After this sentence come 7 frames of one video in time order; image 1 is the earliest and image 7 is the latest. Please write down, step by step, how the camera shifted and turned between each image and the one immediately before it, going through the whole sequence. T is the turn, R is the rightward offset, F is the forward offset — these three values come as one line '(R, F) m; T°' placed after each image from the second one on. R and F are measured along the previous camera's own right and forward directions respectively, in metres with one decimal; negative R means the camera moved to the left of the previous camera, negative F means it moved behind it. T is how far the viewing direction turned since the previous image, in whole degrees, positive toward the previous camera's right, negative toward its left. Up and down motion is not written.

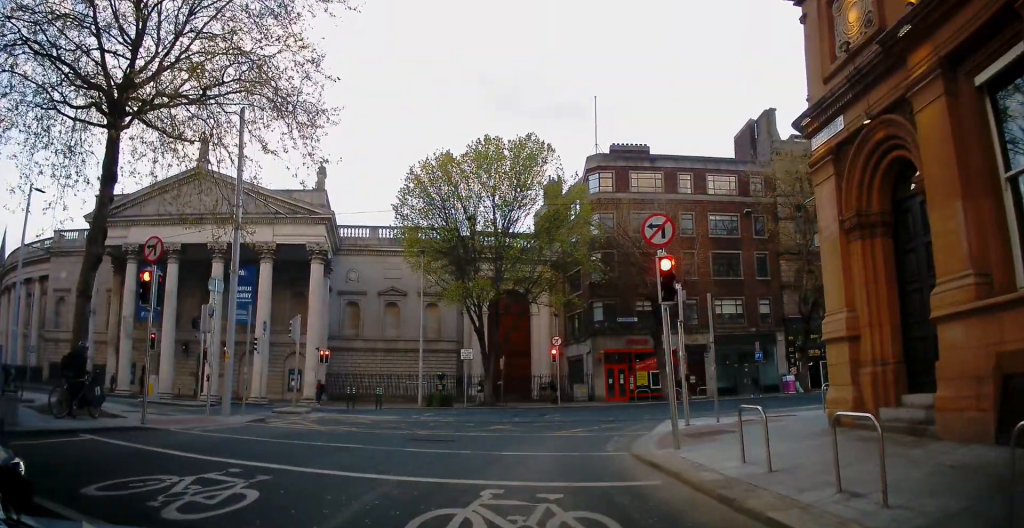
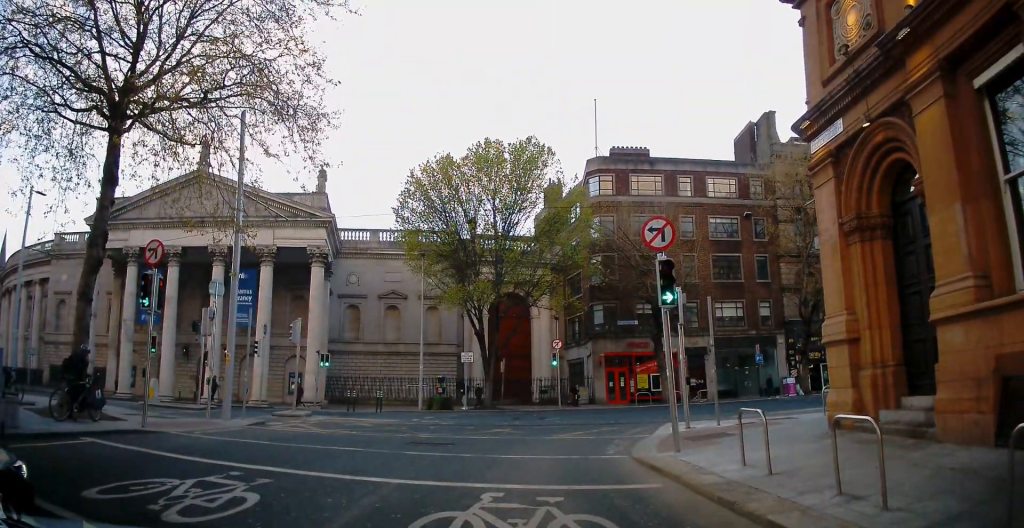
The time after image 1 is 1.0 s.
(0.0, +0.7) m; 0°
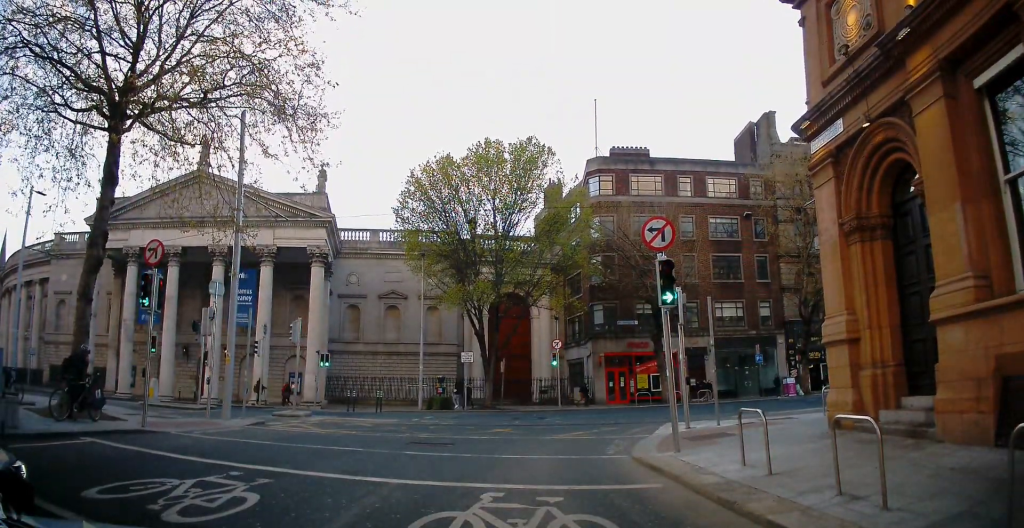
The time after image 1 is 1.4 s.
(0.0, +0.1) m; 0°
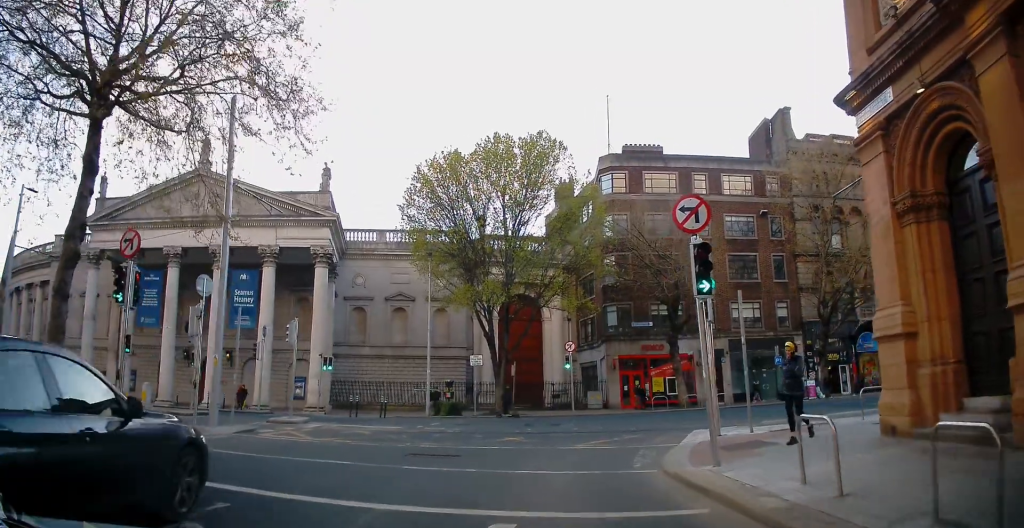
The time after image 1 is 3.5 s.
(0.0, +0.8) m; 0°
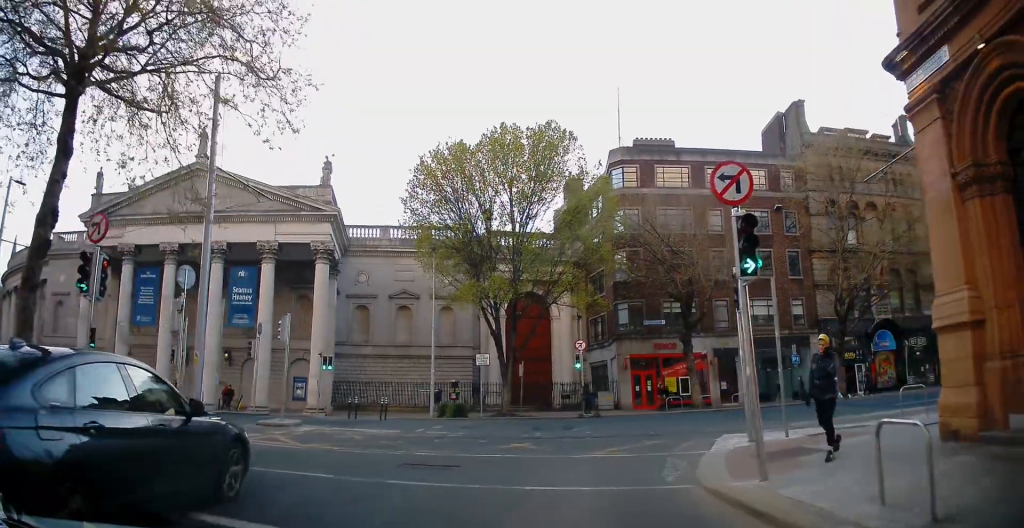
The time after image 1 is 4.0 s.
(0.0, +0.7) m; 0°
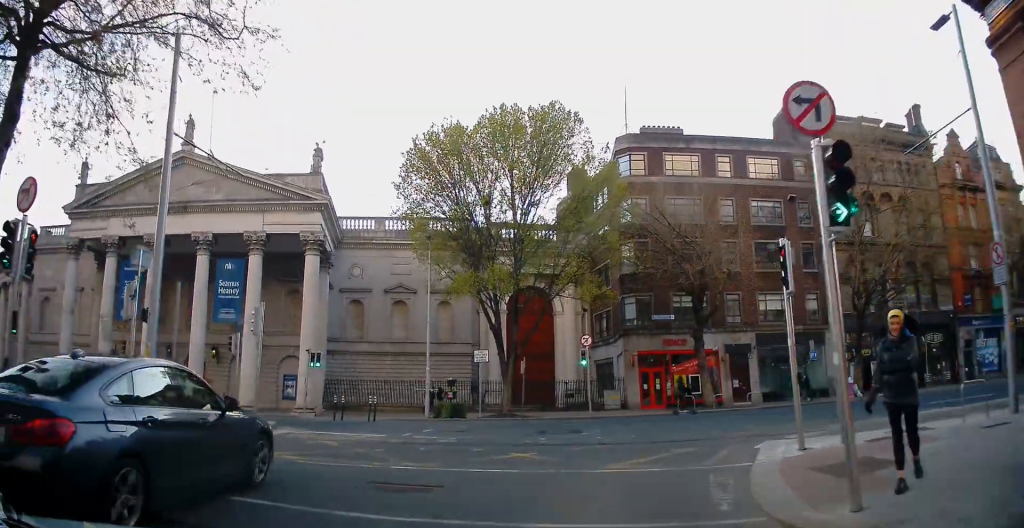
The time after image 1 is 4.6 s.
(0.0, +1.5) m; 0°
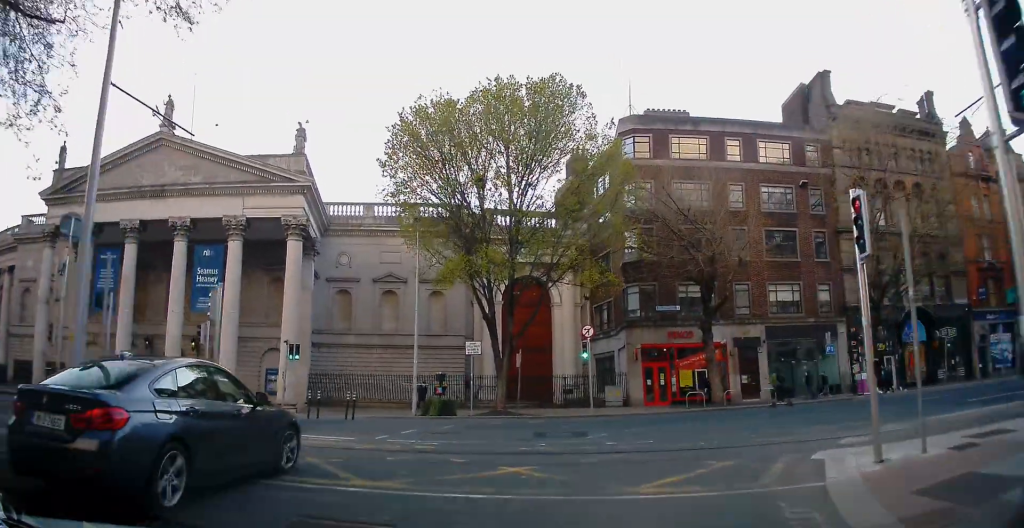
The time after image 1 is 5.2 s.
(0.0, +1.7) m; 0°
